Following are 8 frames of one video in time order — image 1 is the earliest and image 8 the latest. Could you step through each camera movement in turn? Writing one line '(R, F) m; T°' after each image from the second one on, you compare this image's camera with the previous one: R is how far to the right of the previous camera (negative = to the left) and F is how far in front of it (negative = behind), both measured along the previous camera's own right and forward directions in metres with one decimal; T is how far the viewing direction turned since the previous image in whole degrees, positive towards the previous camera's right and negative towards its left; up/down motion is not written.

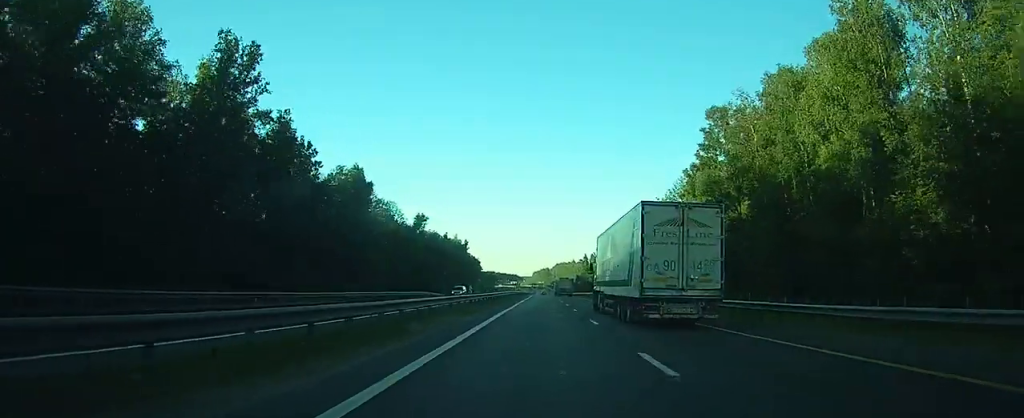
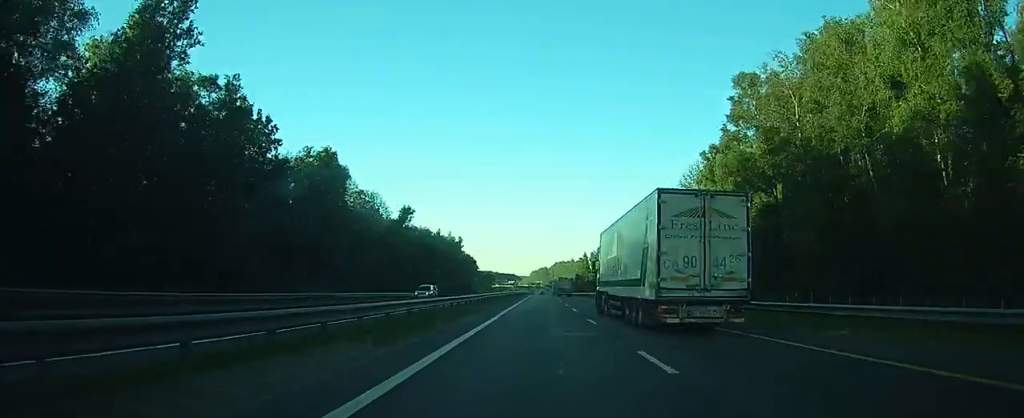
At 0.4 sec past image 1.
(0.0, +11.7) m; 0°
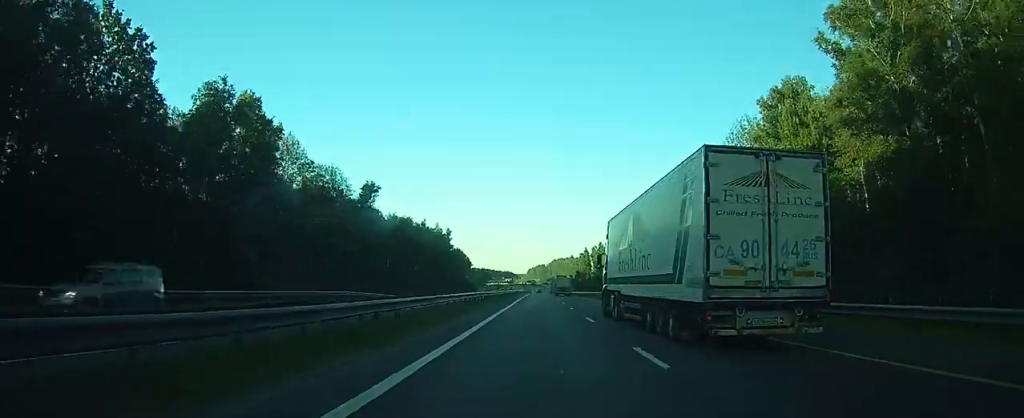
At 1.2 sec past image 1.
(0.0, +23.6) m; 0°
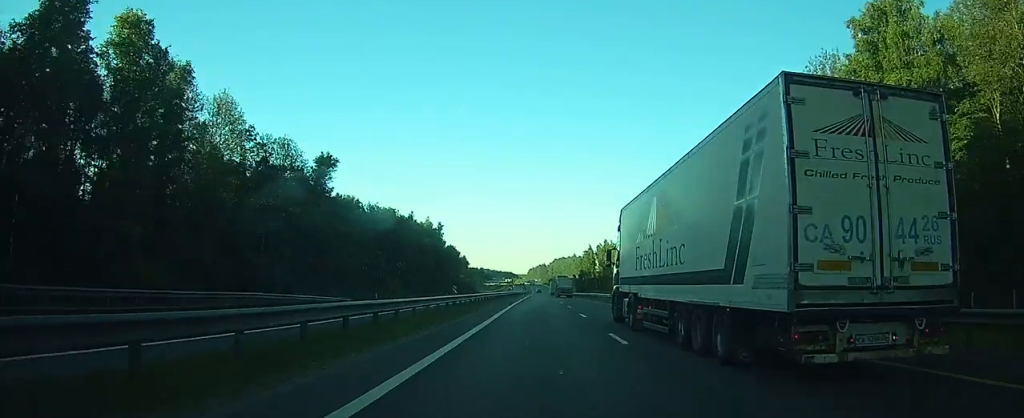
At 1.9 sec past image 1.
(+0.1, +19.8) m; 0°
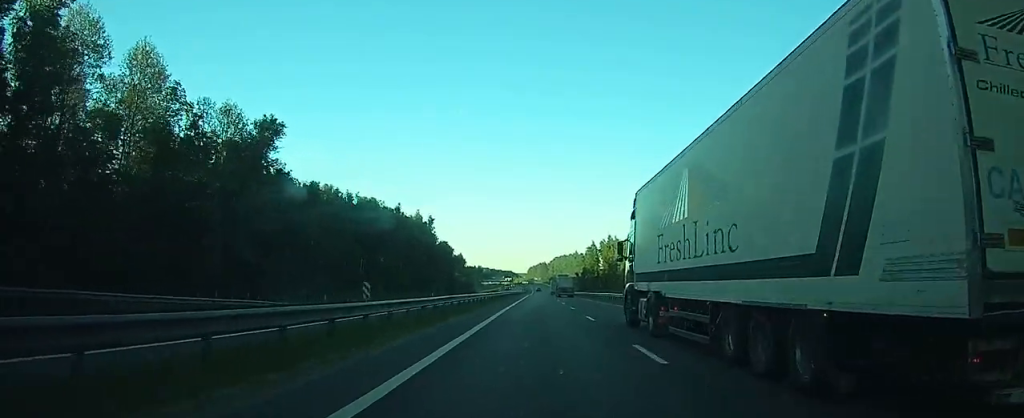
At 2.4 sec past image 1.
(0.0, +15.9) m; 0°
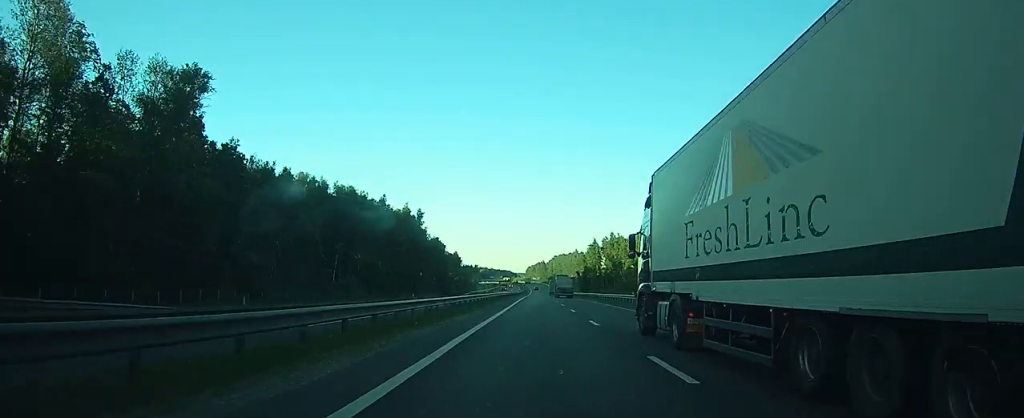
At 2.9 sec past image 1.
(0.0, +14.0) m; 0°
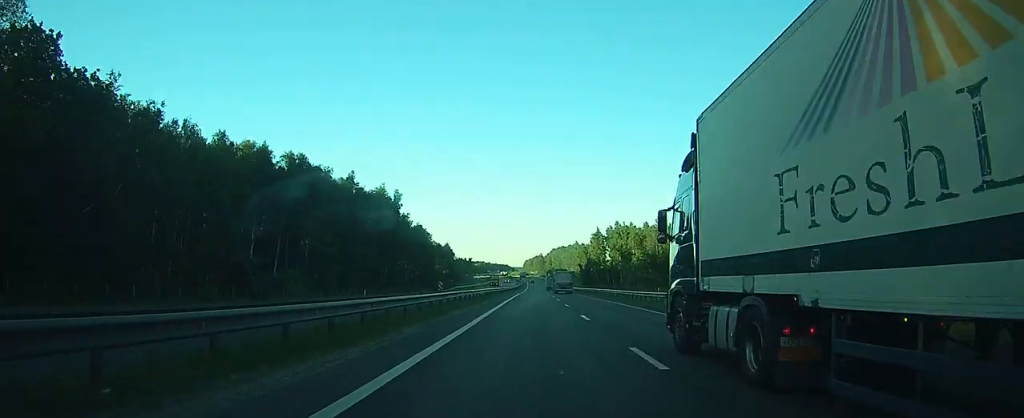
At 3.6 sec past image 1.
(0.0, +22.9) m; 0°
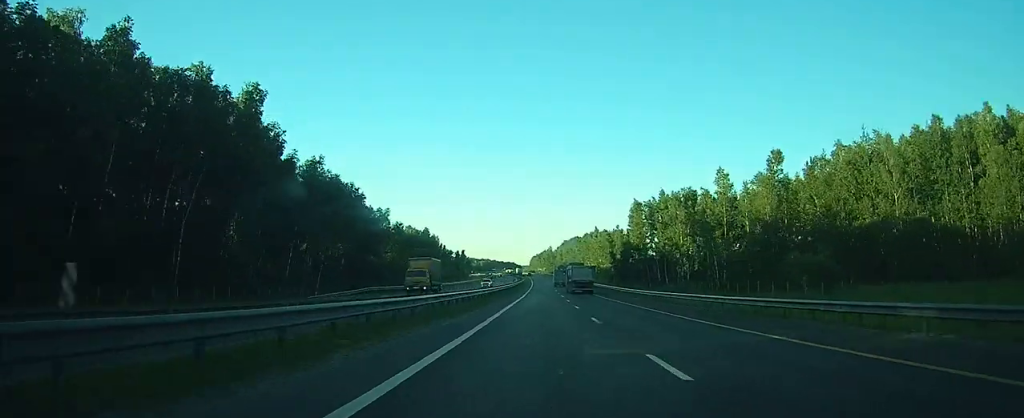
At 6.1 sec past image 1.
(0.0, +73.7) m; 0°
